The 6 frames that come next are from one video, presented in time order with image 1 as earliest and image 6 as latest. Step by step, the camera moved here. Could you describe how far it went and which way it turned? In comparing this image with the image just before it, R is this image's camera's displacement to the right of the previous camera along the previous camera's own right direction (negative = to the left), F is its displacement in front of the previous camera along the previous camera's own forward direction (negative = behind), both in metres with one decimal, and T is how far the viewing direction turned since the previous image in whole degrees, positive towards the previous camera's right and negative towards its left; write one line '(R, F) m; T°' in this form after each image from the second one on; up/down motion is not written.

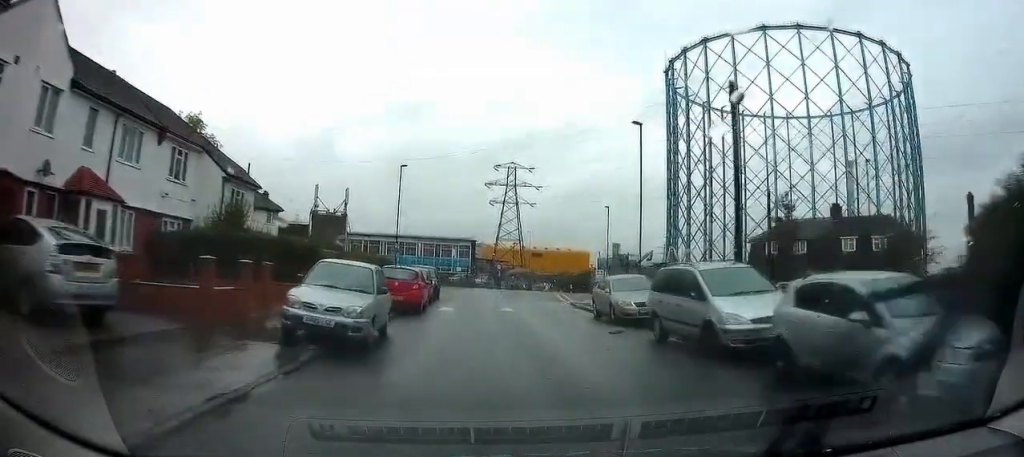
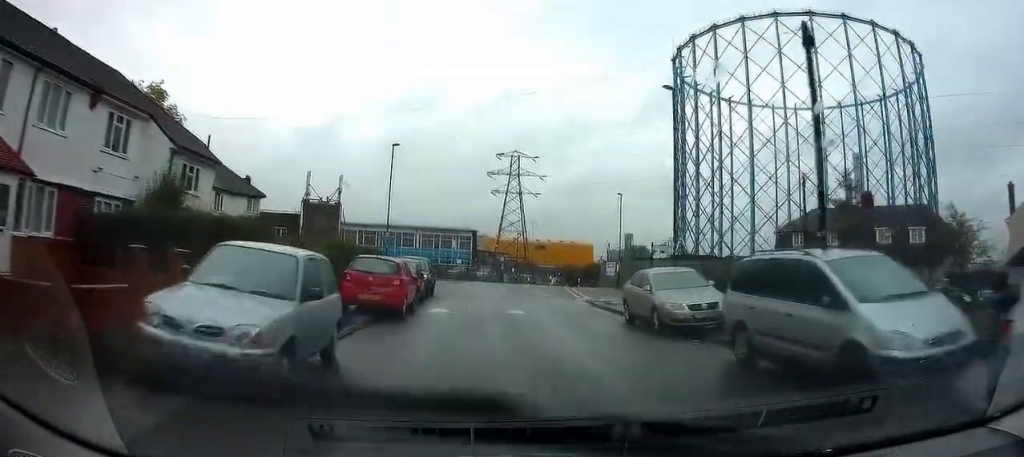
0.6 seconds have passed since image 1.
(0.0, +4.3) m; -2°
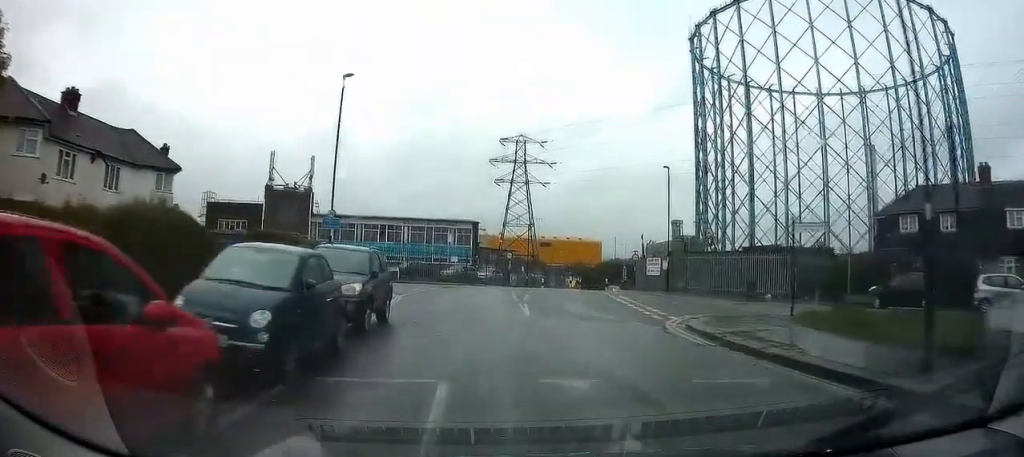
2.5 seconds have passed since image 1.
(+0.1, +13.2) m; +2°
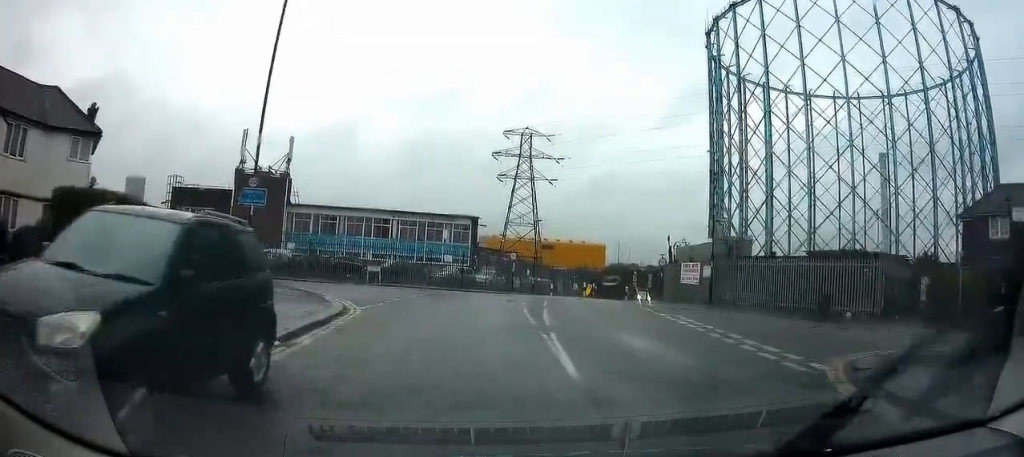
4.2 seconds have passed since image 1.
(-0.5, +8.7) m; -4°
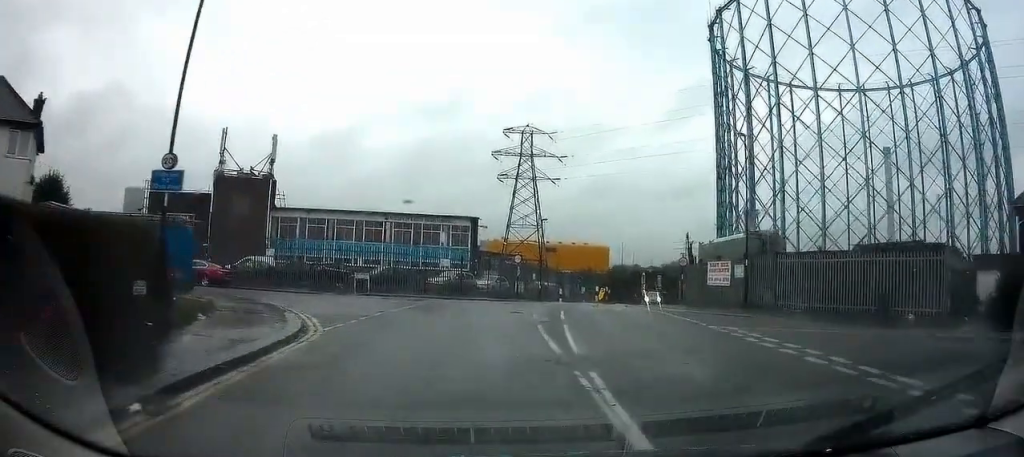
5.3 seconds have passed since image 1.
(+0.1, +4.5) m; +3°
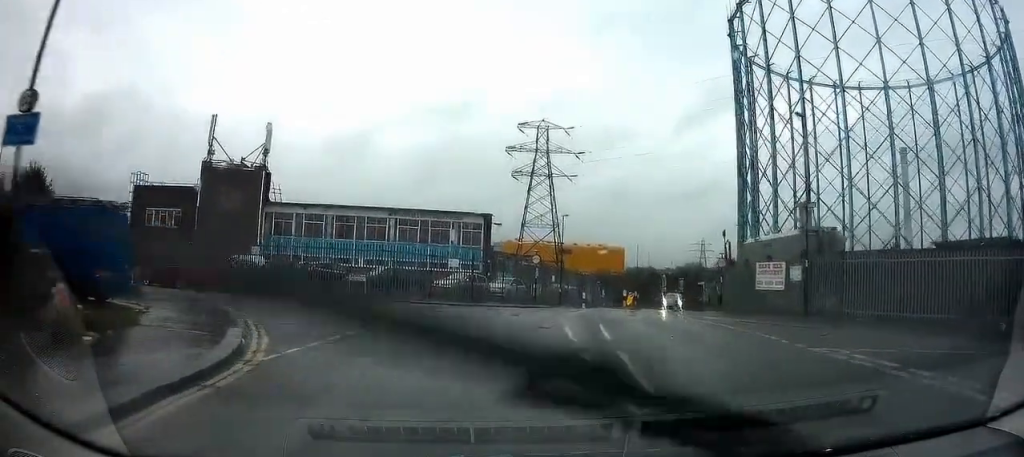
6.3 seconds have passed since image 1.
(+0.1, +4.3) m; 0°
